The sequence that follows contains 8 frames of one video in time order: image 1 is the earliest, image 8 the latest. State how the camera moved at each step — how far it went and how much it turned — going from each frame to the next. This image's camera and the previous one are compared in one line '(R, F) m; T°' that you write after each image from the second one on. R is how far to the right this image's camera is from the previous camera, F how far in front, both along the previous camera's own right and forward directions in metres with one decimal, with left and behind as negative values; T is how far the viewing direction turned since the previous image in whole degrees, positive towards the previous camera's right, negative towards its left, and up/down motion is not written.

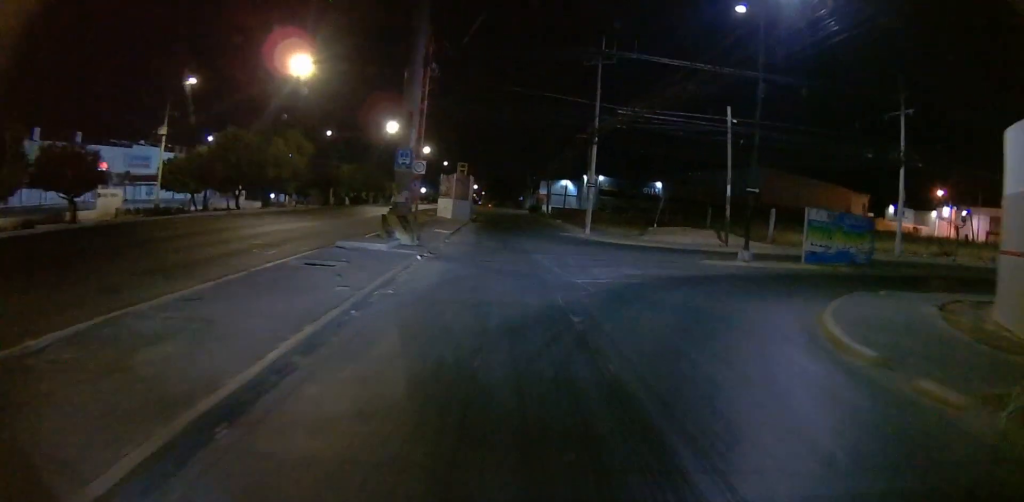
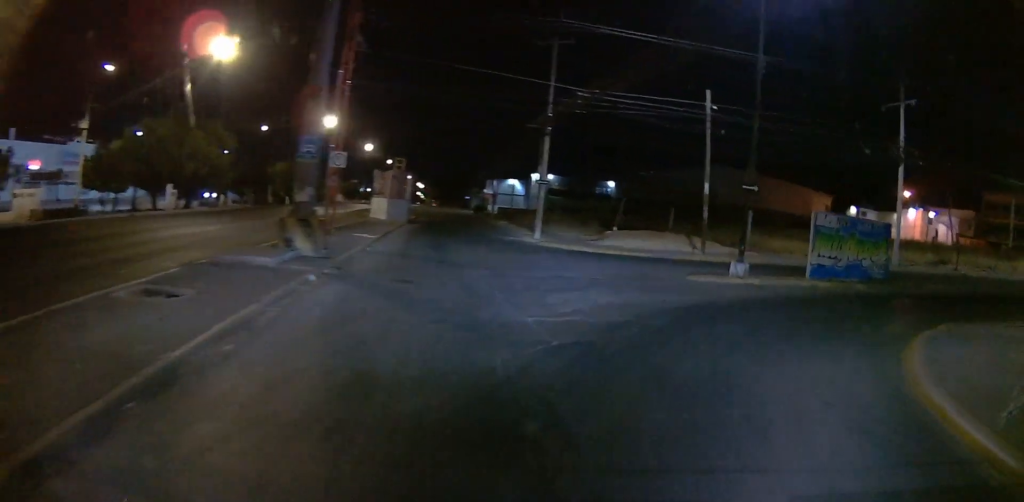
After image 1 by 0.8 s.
(-0.6, +5.3) m; 0°
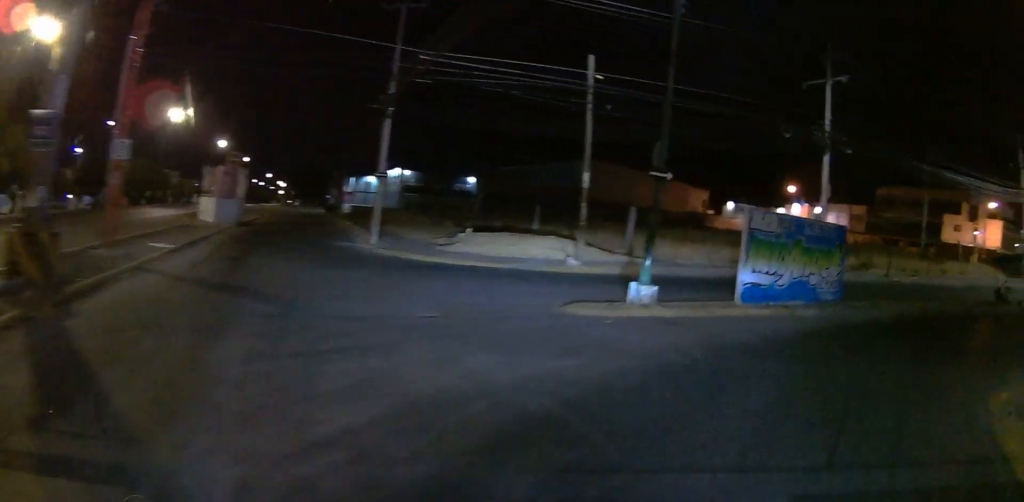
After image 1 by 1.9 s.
(+0.5, +6.5) m; +9°
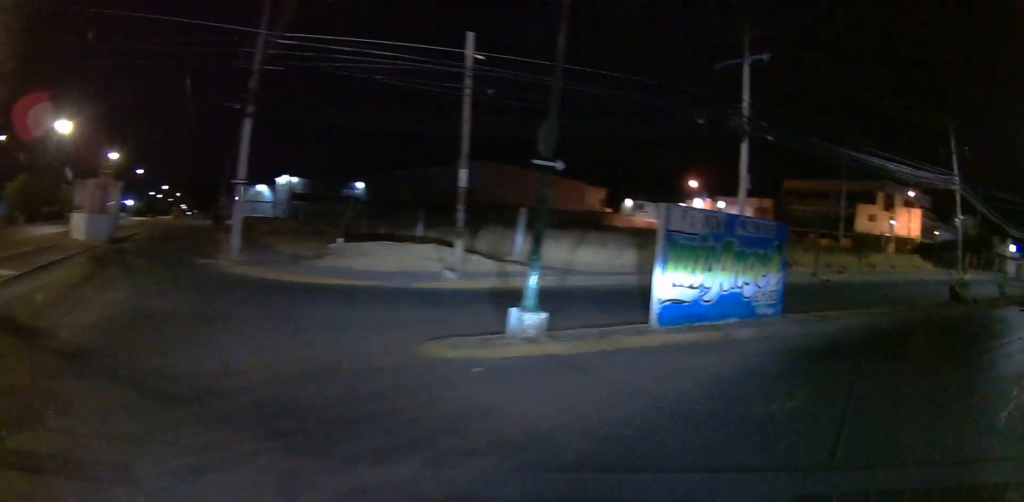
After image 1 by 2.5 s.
(+0.2, +3.8) m; +11°
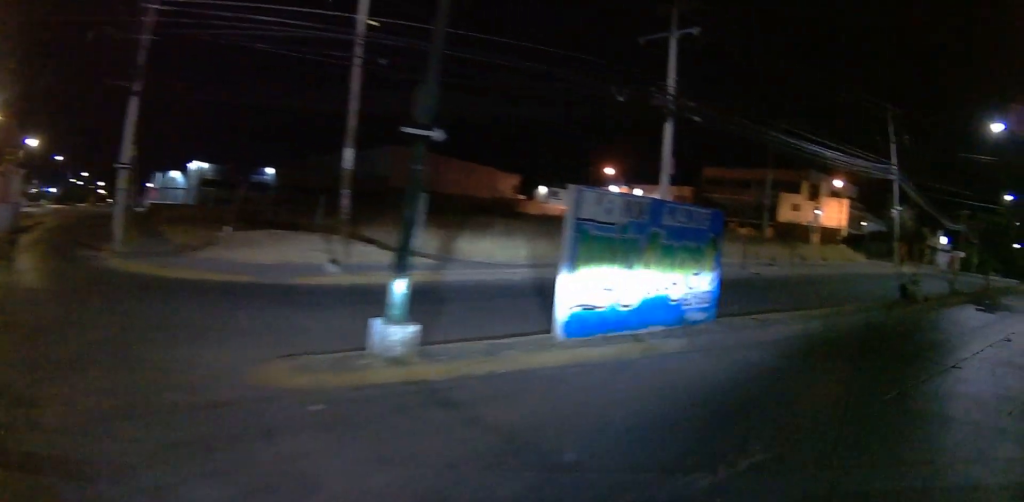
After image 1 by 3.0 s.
(-0.3, +2.5) m; +8°
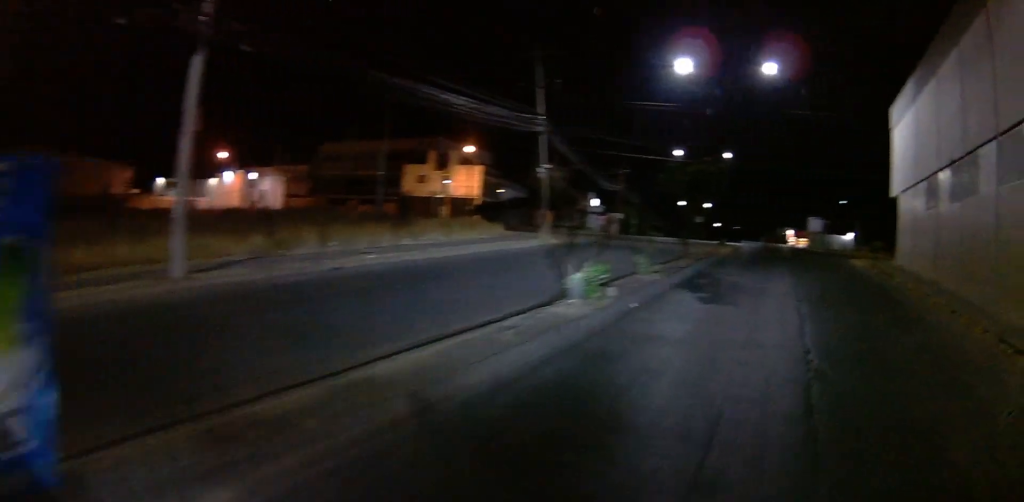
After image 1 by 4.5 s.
(+2.9, +7.9) m; +31°
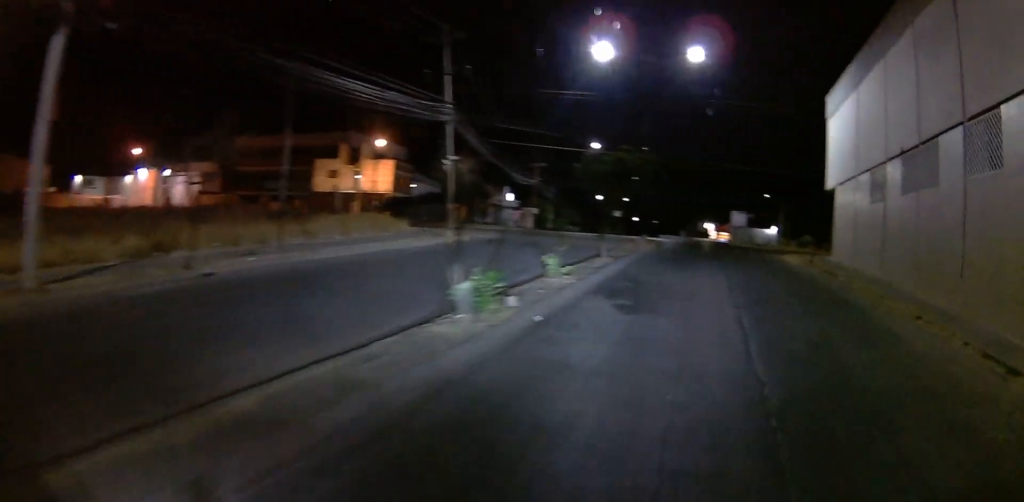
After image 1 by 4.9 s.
(-0.1, +2.3) m; +6°
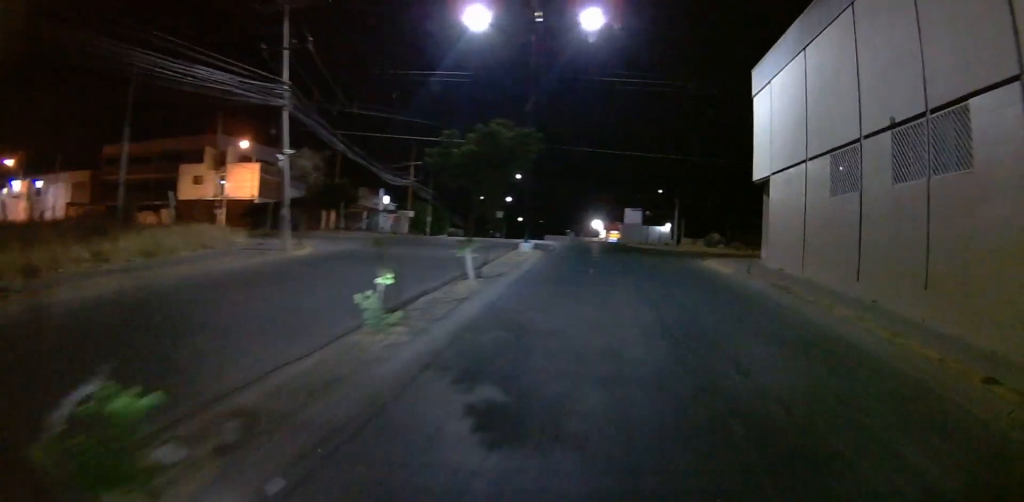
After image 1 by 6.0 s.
(+1.1, +5.7) m; +12°
